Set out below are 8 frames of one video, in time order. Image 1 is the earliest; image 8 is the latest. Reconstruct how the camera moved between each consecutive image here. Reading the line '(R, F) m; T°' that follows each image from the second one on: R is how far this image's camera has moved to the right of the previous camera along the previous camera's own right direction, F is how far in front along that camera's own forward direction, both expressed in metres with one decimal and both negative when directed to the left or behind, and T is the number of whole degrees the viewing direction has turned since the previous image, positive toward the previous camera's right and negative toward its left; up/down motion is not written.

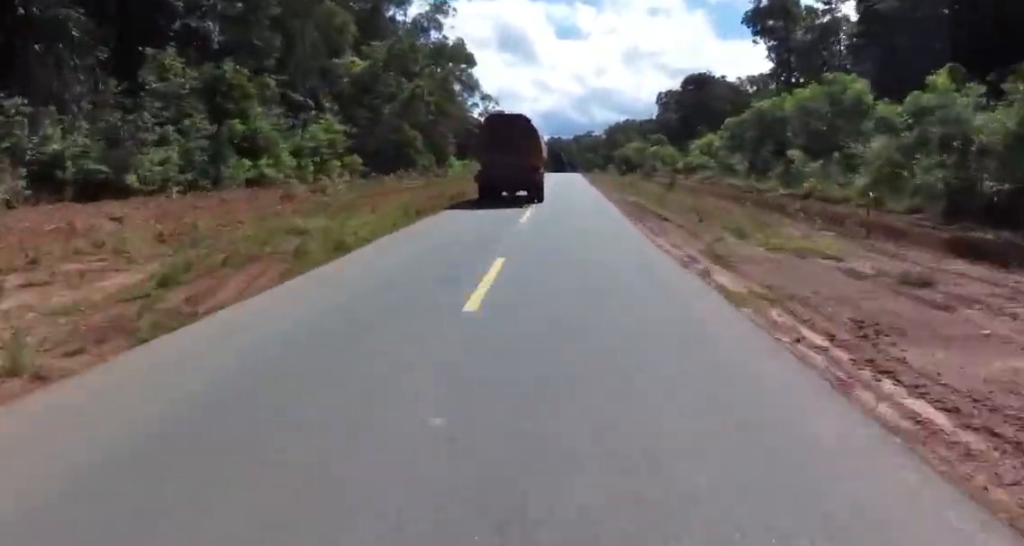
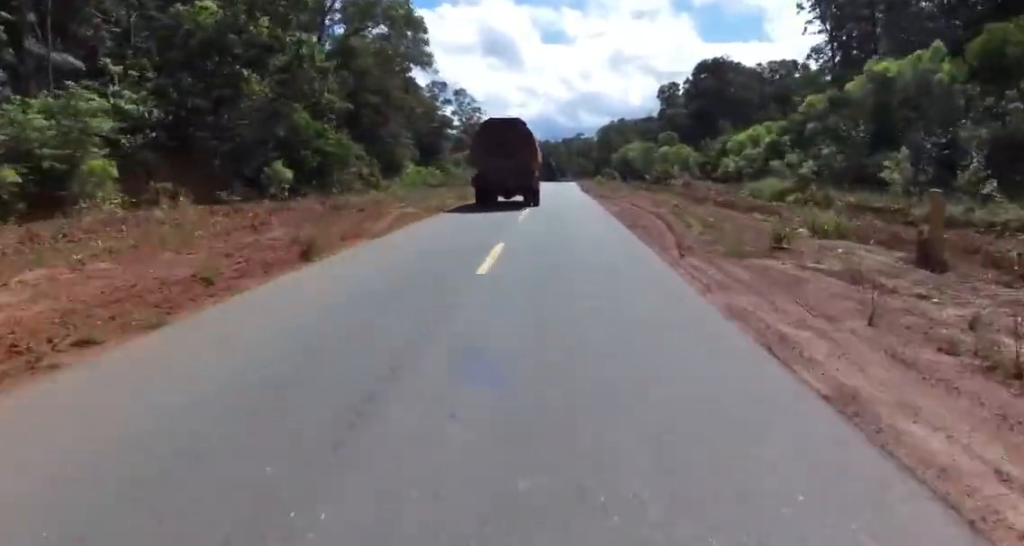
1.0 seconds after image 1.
(+0.1, +24.4) m; -1°
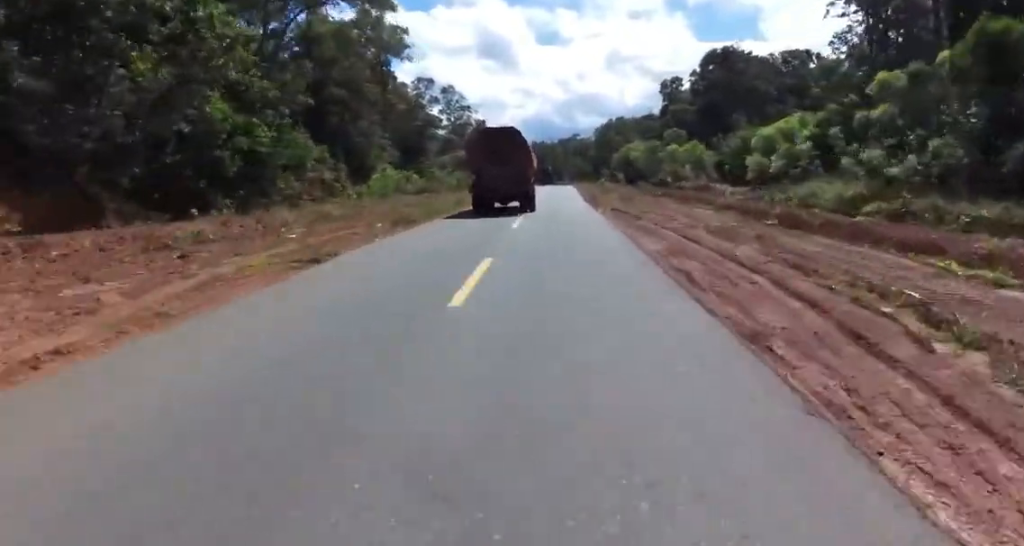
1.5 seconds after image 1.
(-0.2, +9.8) m; -1°
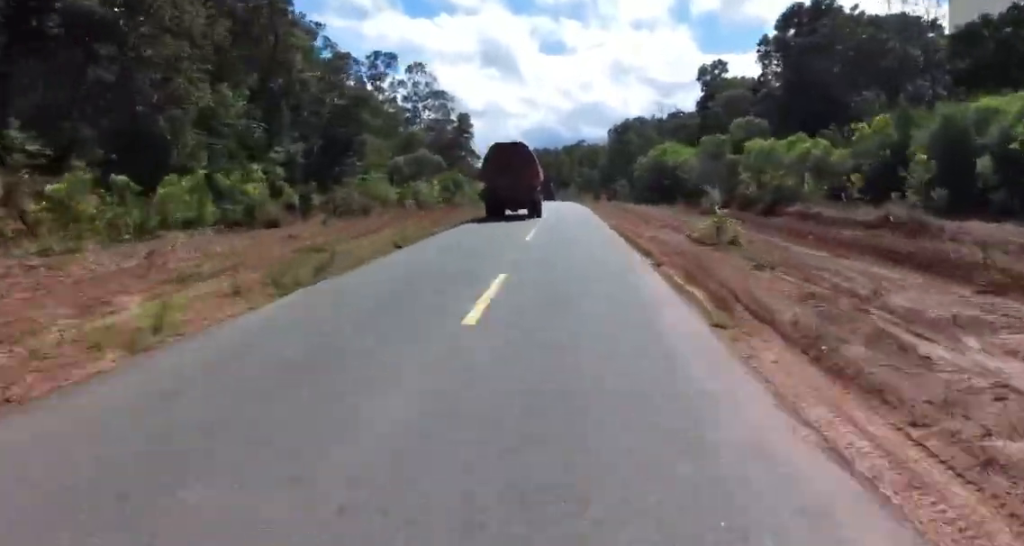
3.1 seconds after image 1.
(+0.1, +34.0) m; 0°
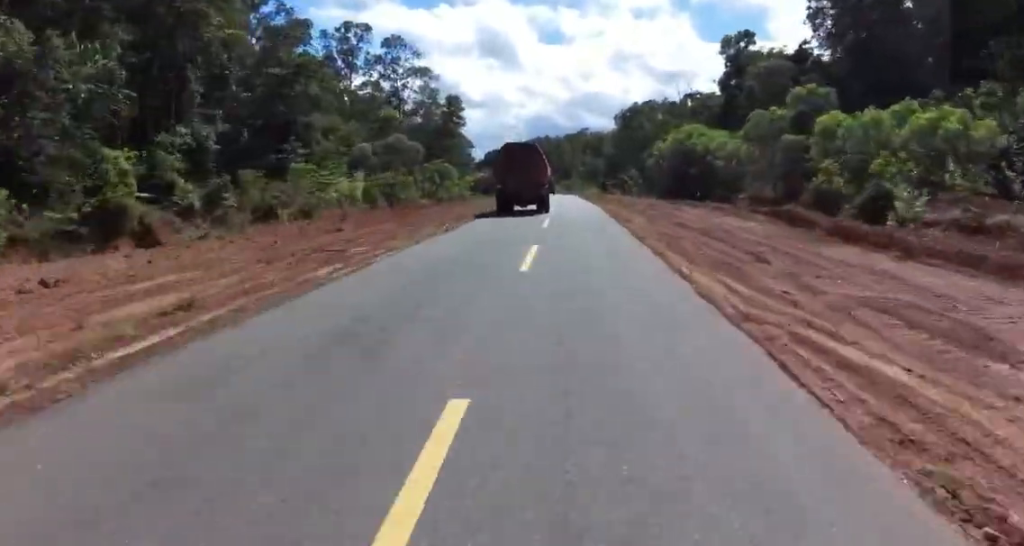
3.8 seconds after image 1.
(0.0, +14.6) m; +1°
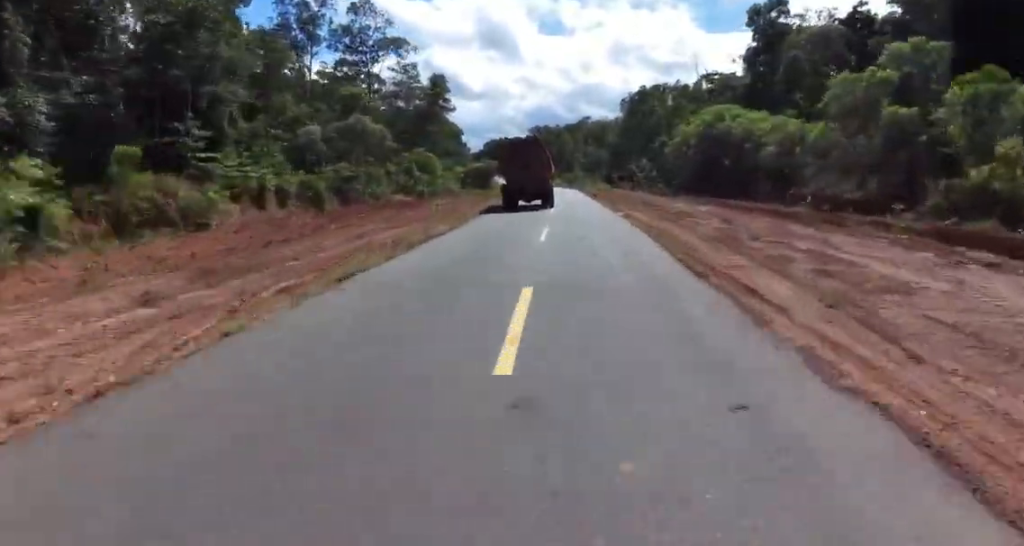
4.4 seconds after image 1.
(-0.3, +13.3) m; +2°
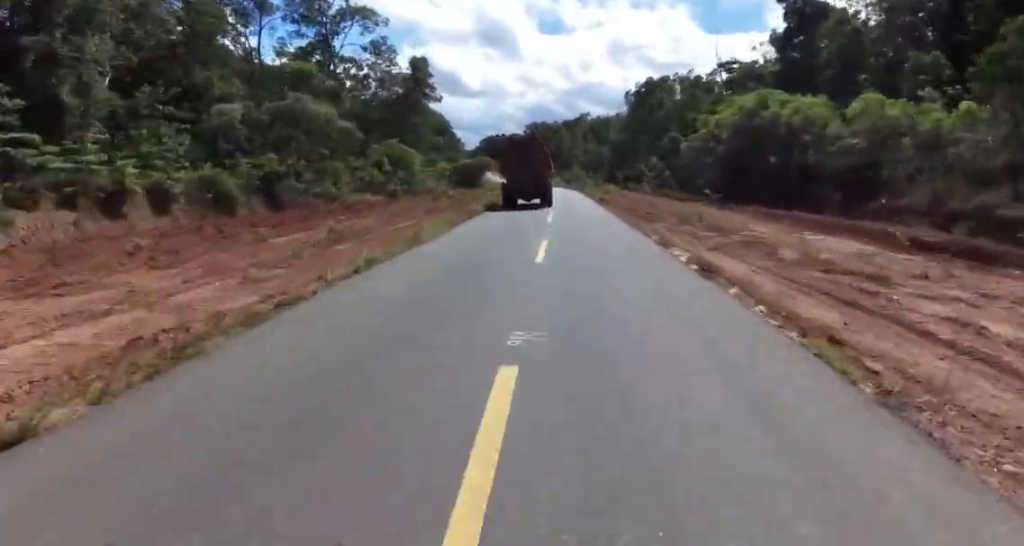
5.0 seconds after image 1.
(+0.6, +11.5) m; 0°
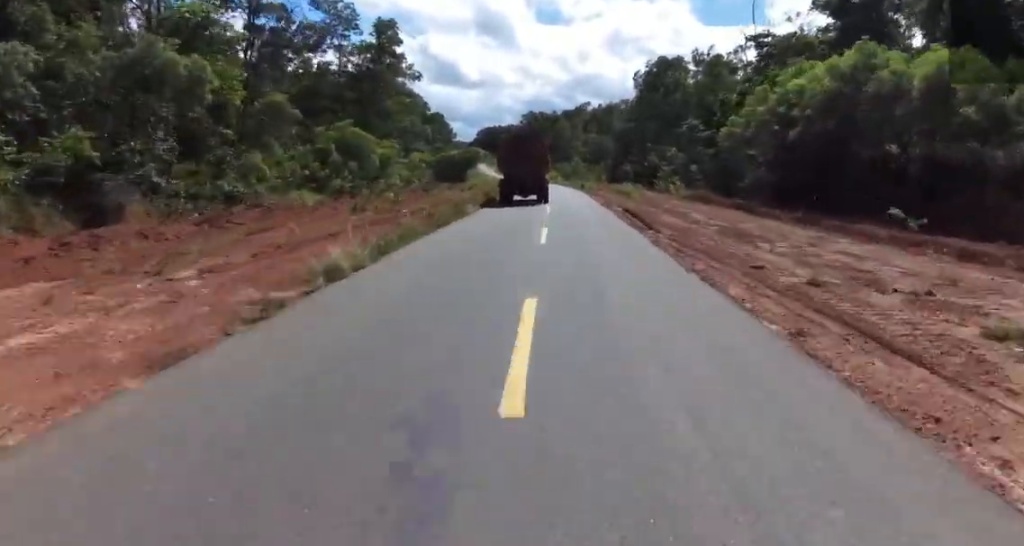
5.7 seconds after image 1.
(+0.5, +15.3) m; -1°
